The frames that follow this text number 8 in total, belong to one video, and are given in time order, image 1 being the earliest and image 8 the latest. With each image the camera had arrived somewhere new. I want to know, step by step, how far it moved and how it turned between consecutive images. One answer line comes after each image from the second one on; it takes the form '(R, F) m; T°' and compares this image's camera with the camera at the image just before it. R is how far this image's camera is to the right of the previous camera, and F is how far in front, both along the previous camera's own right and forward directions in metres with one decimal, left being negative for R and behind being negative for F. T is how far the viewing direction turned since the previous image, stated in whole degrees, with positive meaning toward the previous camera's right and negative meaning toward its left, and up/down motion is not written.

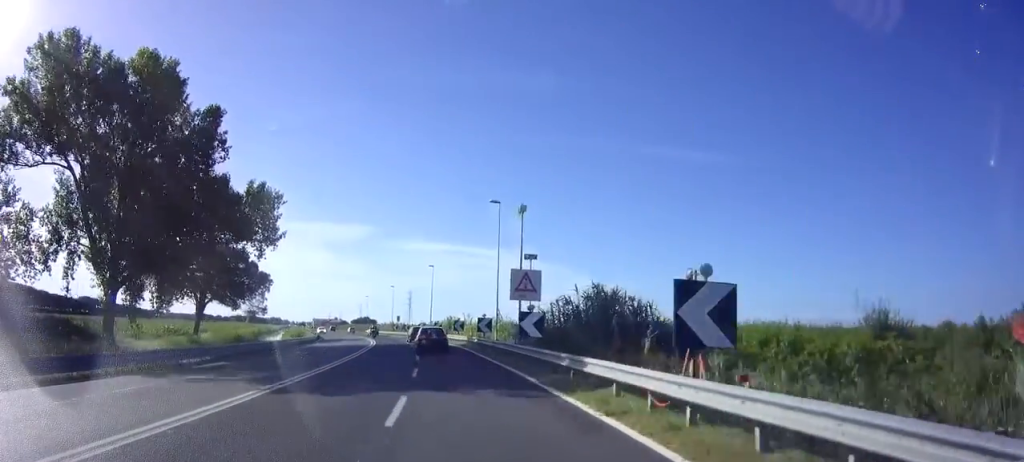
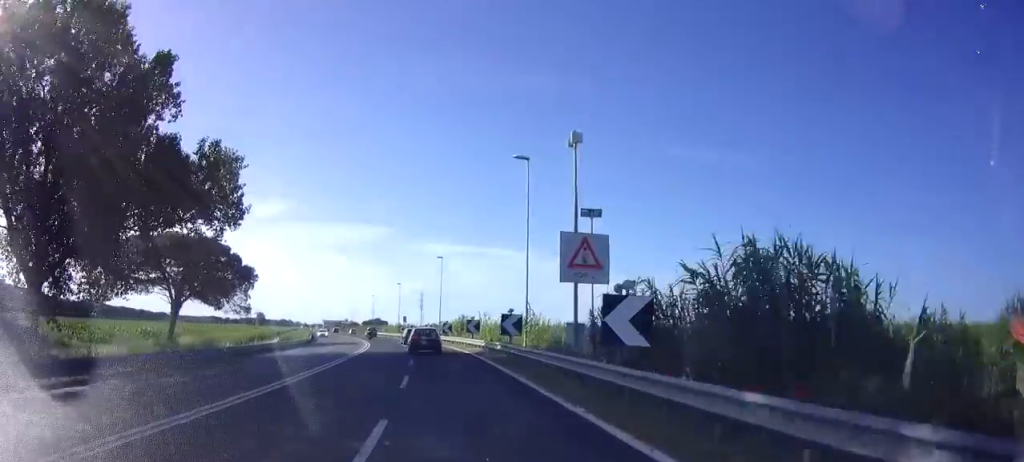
(+0.1, +10.0) m; -1°
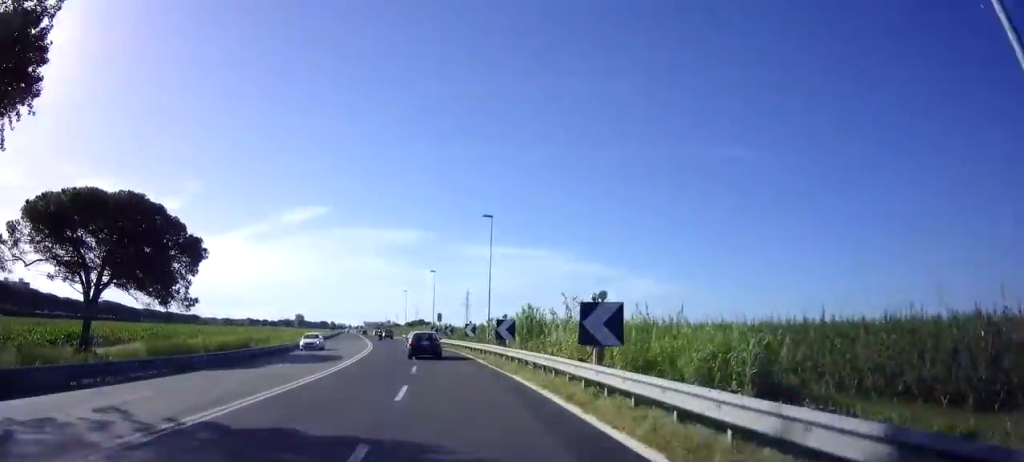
(-1.0, +24.5) m; -5°
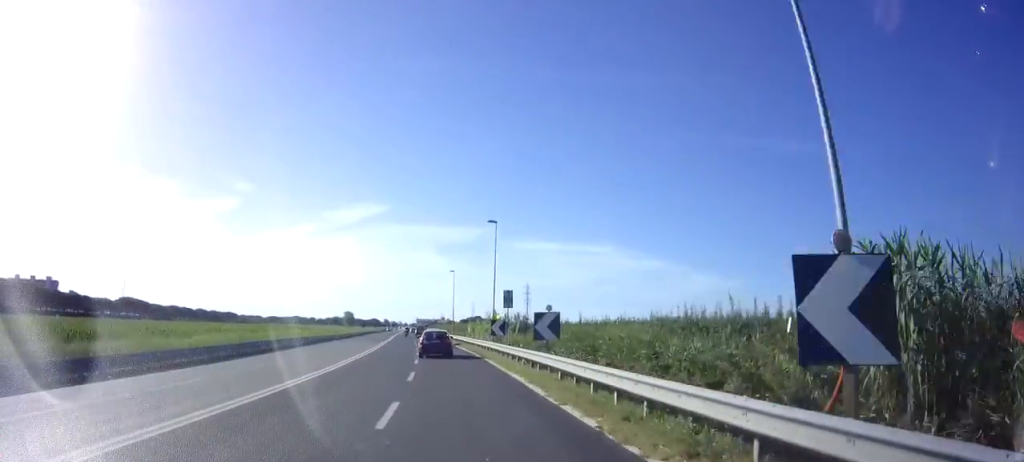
(-2.0, +32.8) m; -7°
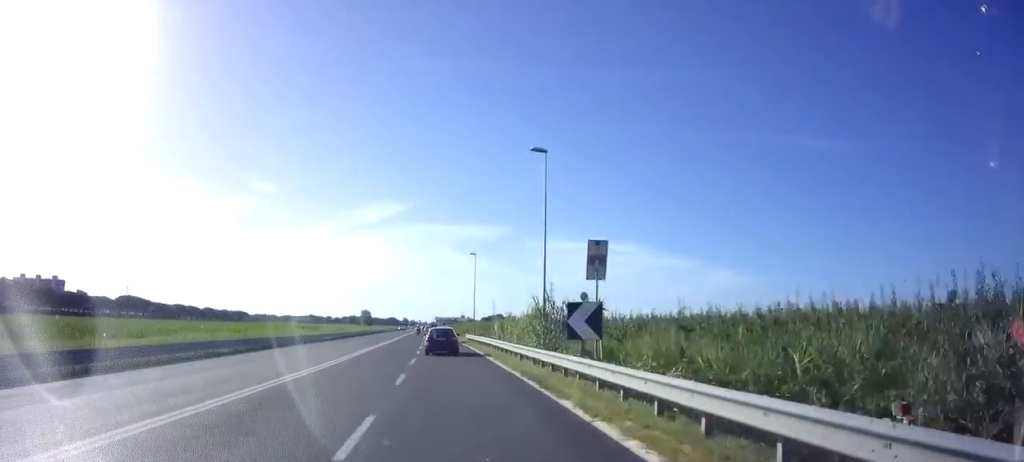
(-0.4, +16.6) m; -2°
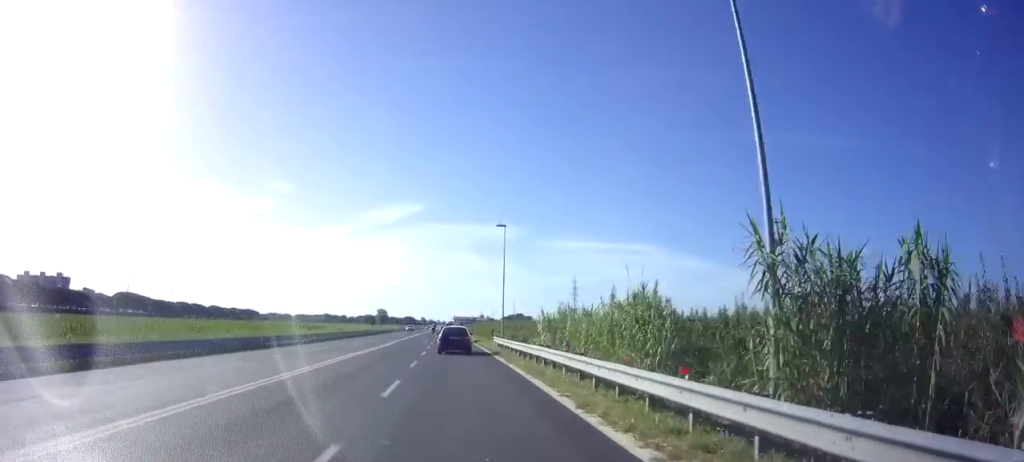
(-0.2, +18.0) m; -2°
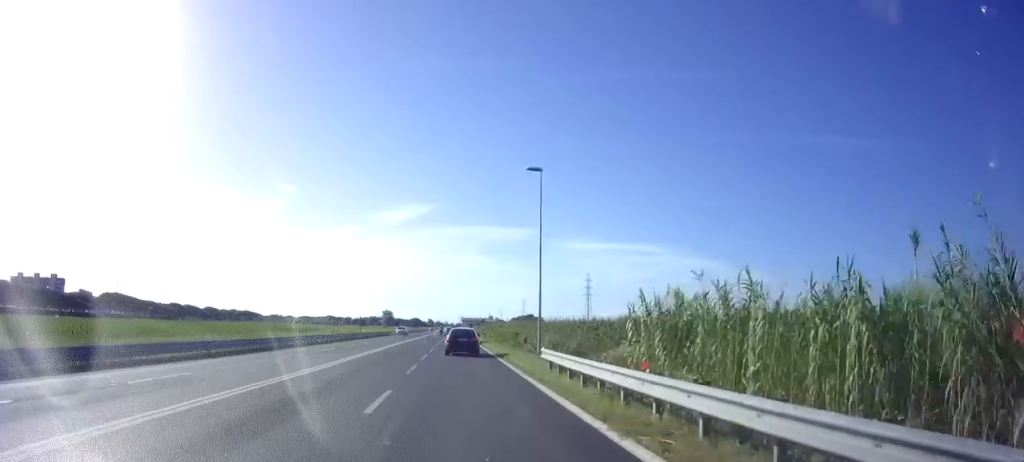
(-0.4, +16.7) m; -2°
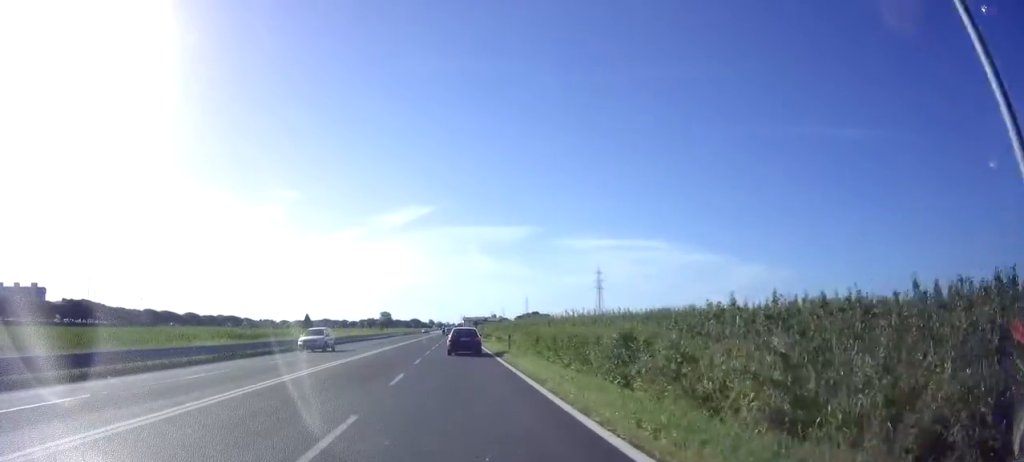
(-0.2, +25.3) m; +1°
